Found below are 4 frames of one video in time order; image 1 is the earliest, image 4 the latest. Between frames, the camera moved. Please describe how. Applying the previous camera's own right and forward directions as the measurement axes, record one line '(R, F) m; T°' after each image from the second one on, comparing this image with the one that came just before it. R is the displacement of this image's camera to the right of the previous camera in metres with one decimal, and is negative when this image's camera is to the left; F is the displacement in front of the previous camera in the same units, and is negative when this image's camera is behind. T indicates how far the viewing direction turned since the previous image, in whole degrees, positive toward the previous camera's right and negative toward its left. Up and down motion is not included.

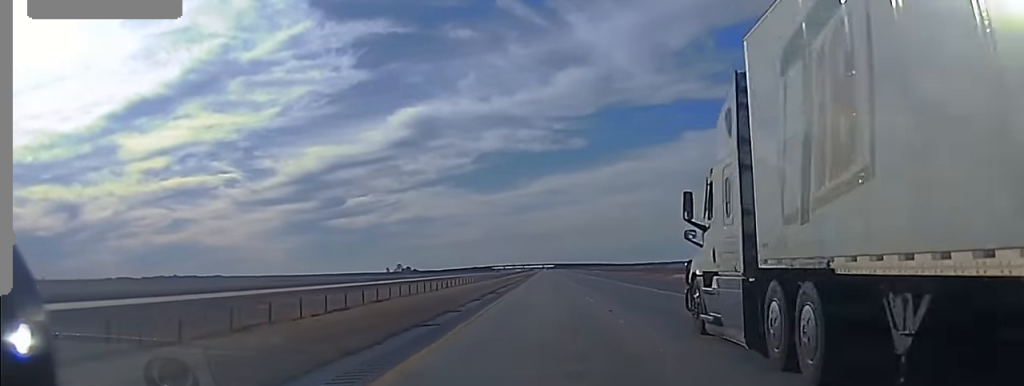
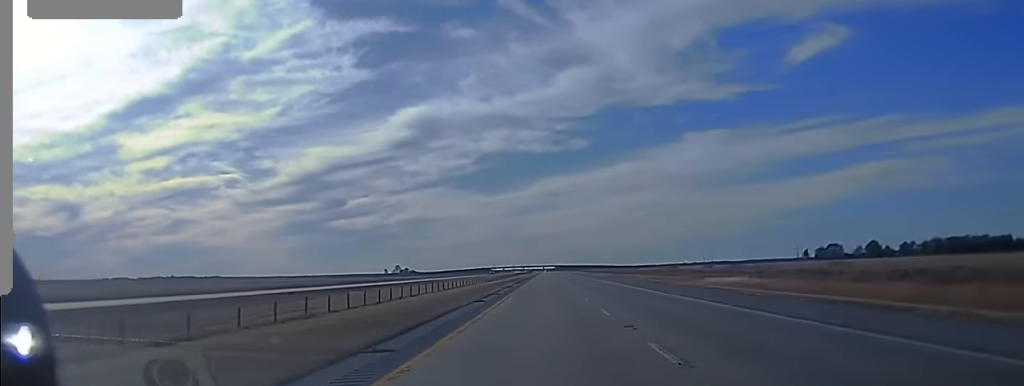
(-0.2, +28.9) m; 0°
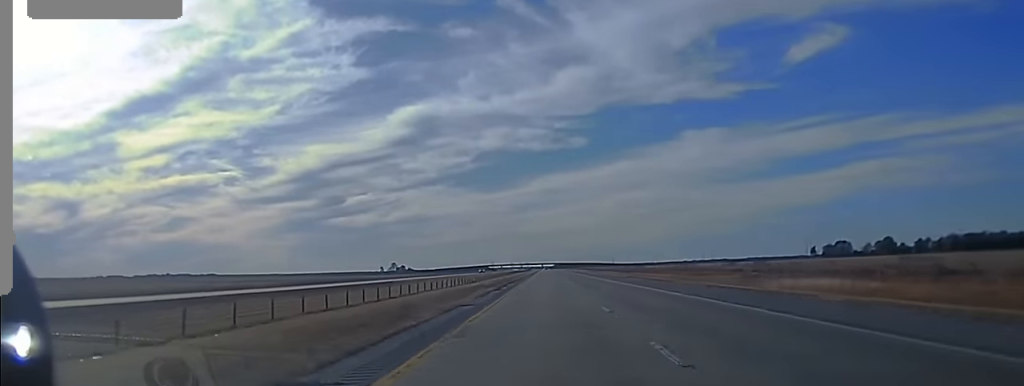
(-0.1, +36.0) m; 0°
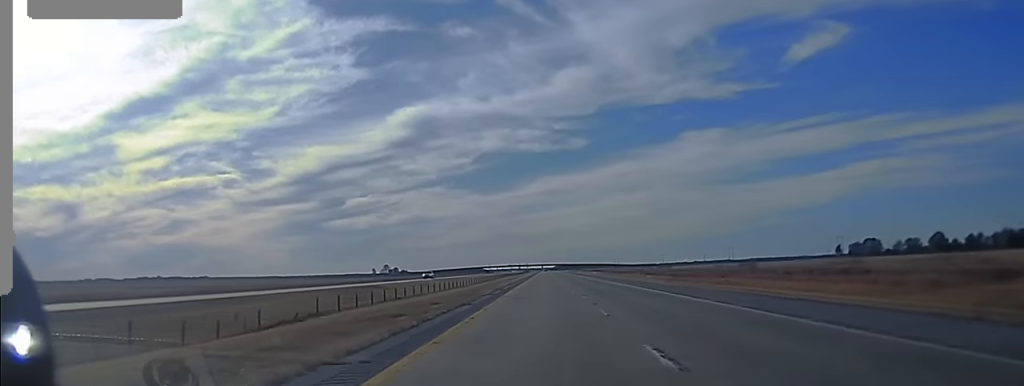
(+0.5, +99.1) m; 0°
